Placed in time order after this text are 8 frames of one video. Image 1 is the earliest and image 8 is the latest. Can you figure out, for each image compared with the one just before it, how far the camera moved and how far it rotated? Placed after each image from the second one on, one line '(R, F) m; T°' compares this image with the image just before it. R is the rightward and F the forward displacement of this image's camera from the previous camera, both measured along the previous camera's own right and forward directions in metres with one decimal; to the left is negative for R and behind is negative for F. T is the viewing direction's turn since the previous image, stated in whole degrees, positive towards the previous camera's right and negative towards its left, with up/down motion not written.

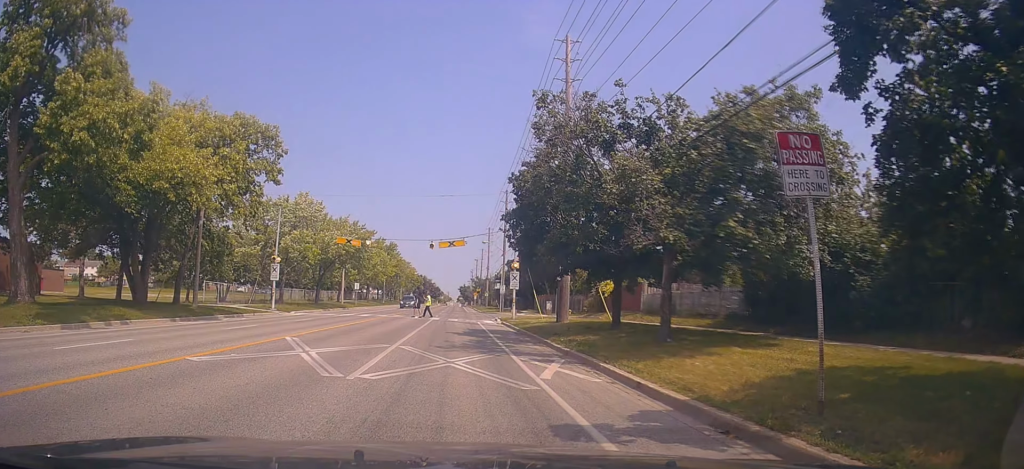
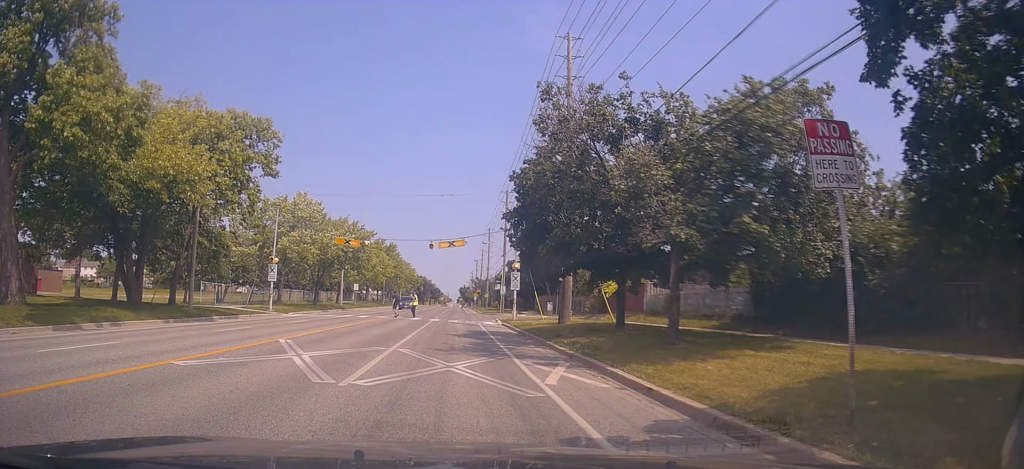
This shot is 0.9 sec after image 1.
(-0.4, +0.5) m; 0°
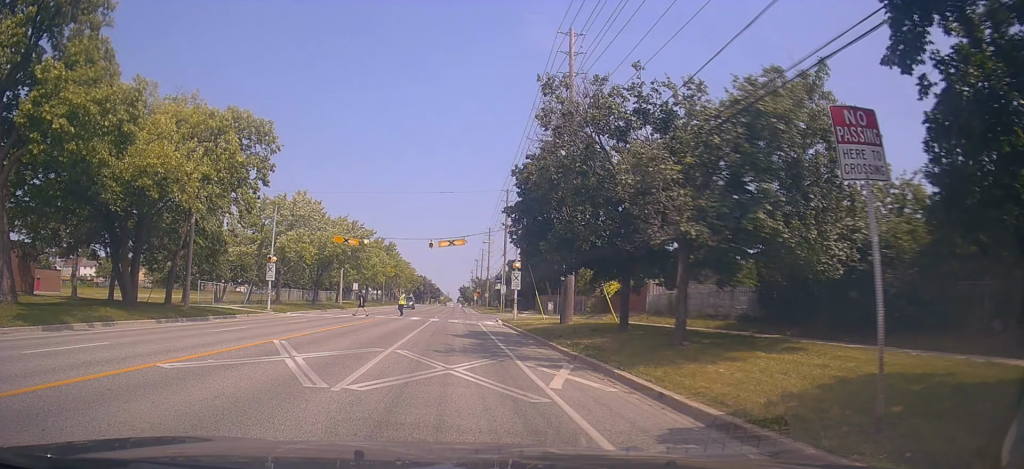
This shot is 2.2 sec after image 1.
(-0.1, +0.2) m; 0°
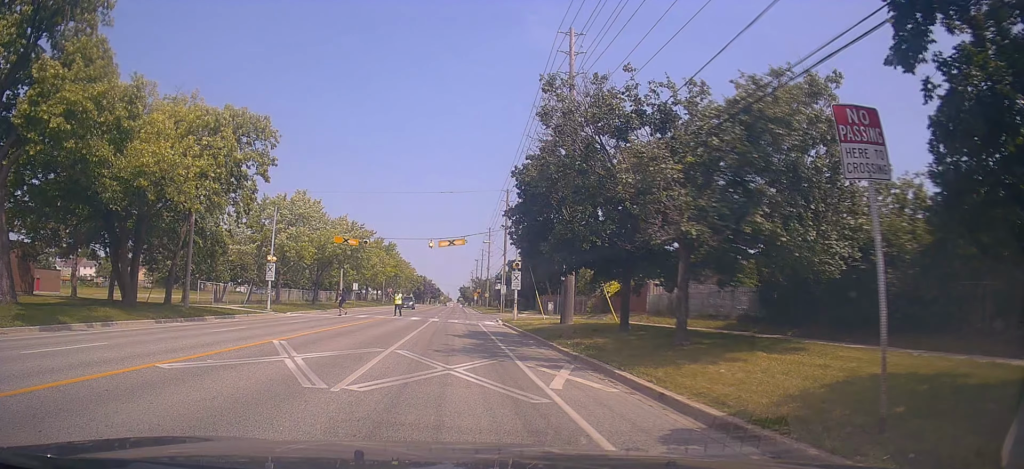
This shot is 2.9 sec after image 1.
(0.0, 0.0) m; 0°
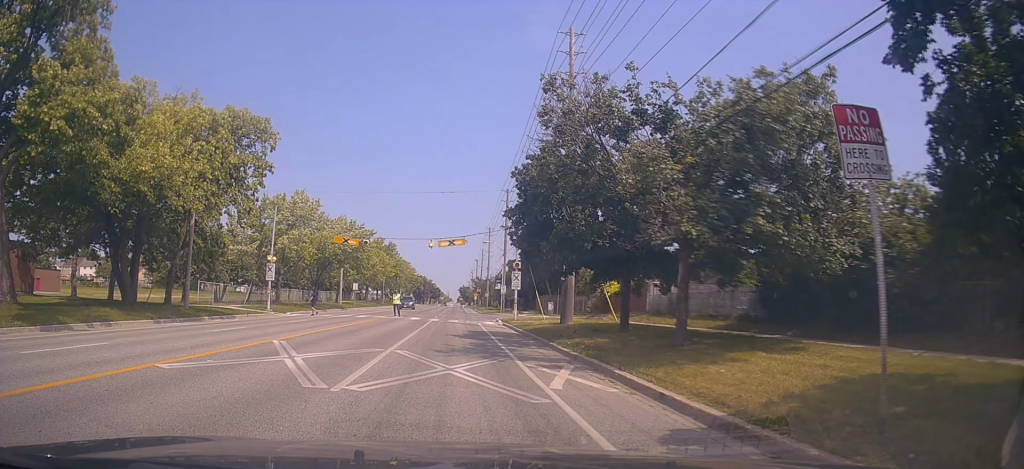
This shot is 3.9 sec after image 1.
(0.0, 0.0) m; 0°
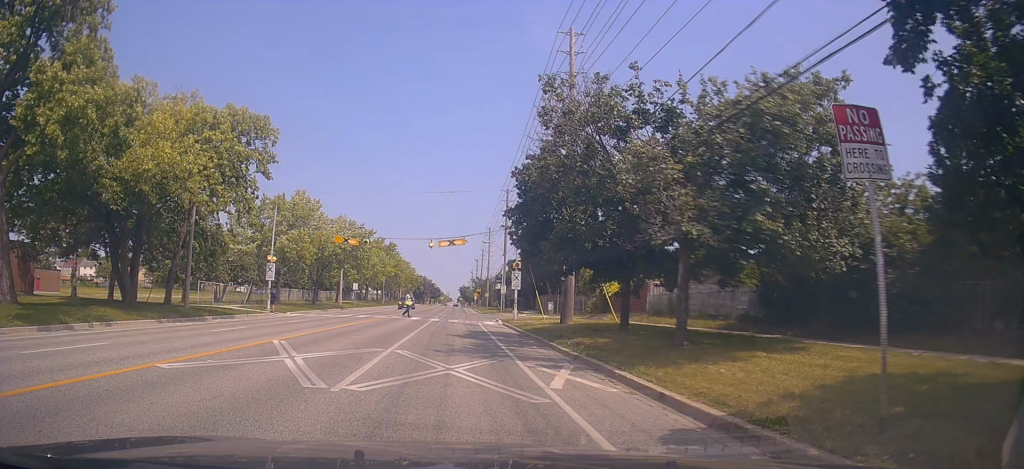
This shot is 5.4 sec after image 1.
(0.0, 0.0) m; 0°
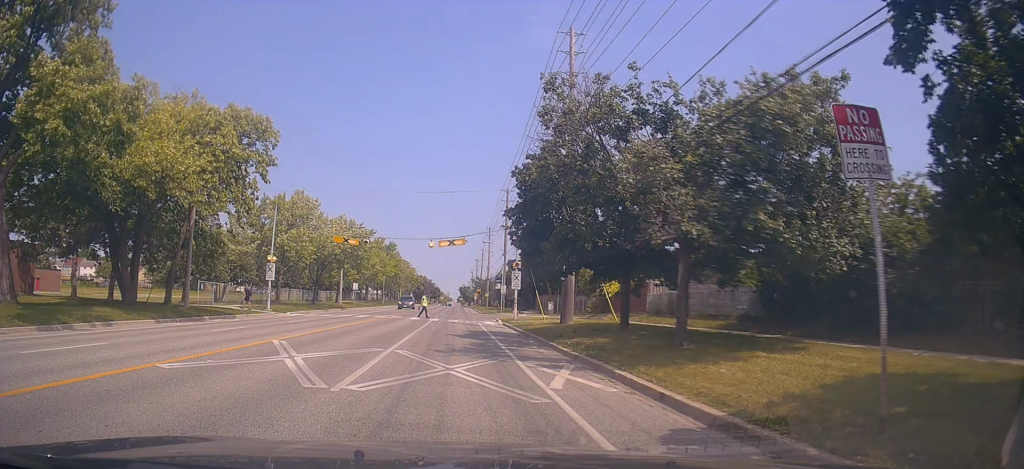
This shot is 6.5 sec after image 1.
(0.0, 0.0) m; 0°
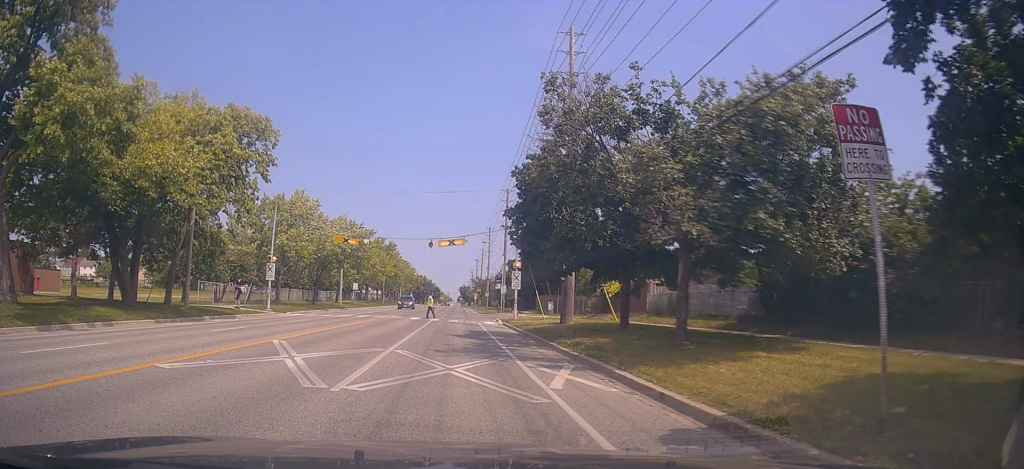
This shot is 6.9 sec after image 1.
(0.0, 0.0) m; 0°
